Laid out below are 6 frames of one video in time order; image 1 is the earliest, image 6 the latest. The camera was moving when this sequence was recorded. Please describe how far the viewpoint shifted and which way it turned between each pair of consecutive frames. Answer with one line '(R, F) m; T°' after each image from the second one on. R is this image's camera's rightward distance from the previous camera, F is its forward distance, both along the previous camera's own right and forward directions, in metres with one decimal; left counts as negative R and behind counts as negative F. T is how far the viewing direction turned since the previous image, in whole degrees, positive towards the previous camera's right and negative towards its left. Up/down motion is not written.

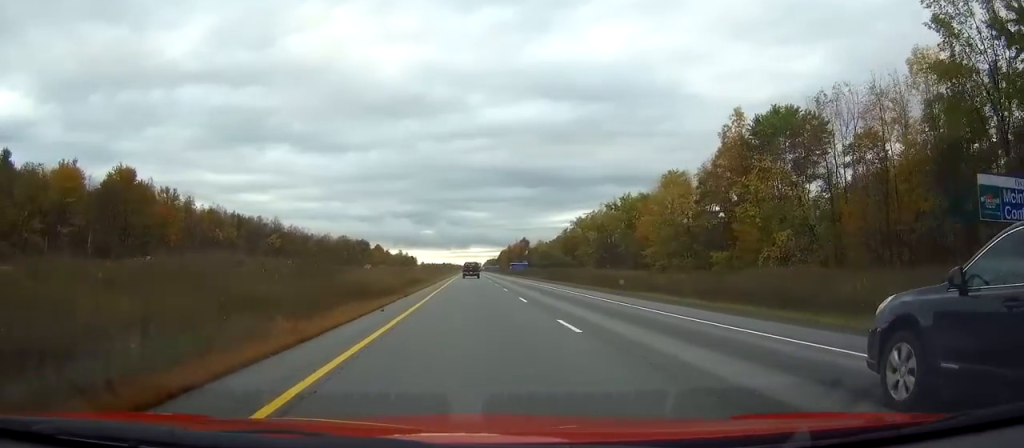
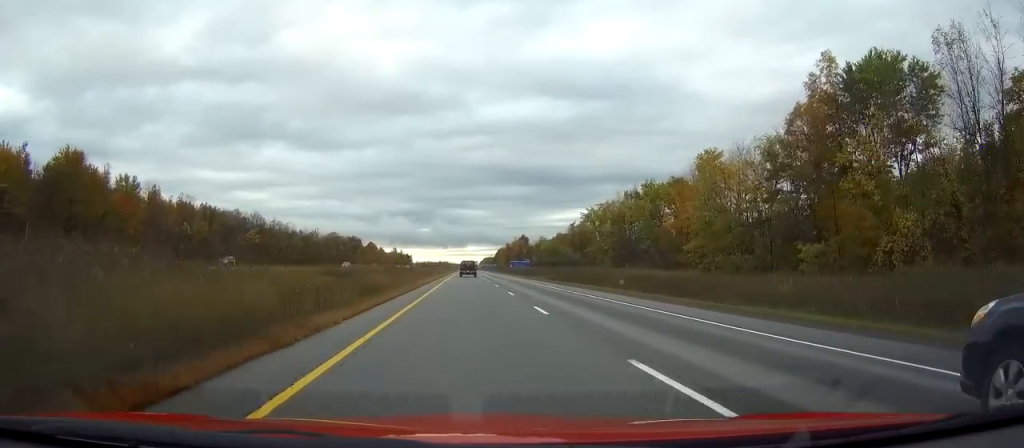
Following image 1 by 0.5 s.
(-0.1, +19.0) m; 0°
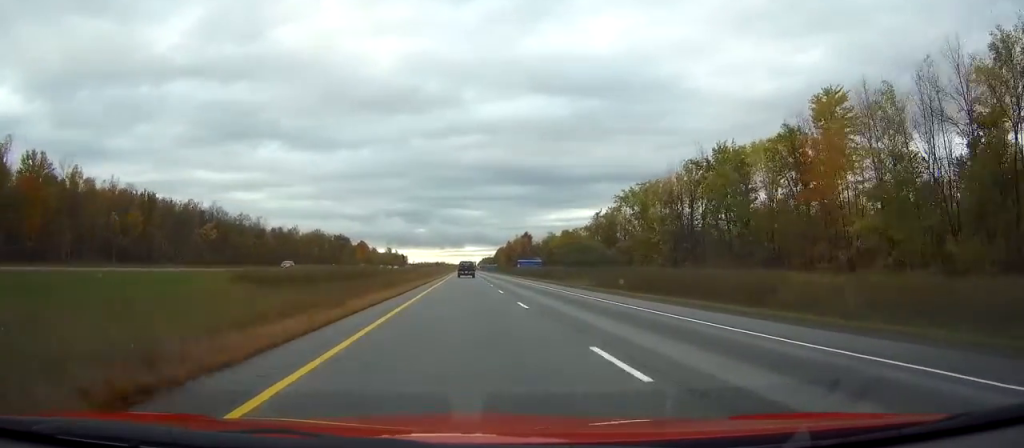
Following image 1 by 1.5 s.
(+0.2, +34.3) m; 0°
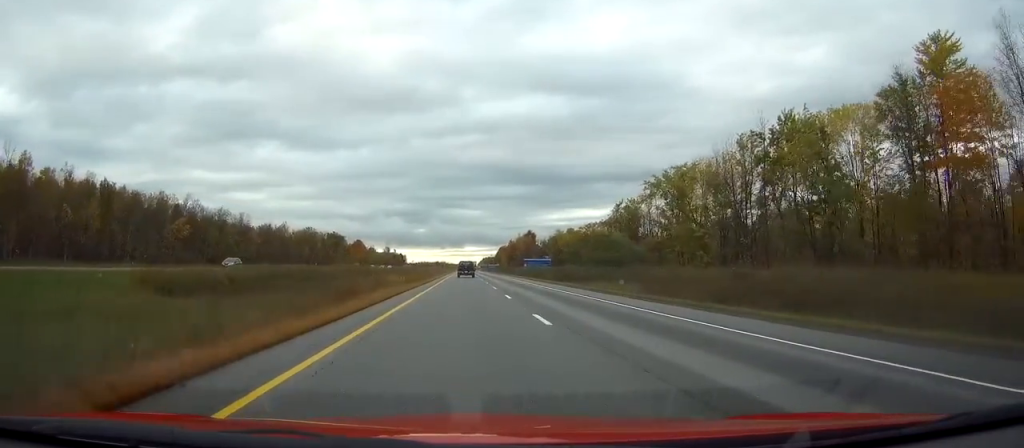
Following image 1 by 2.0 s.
(0.0, +17.7) m; 0°
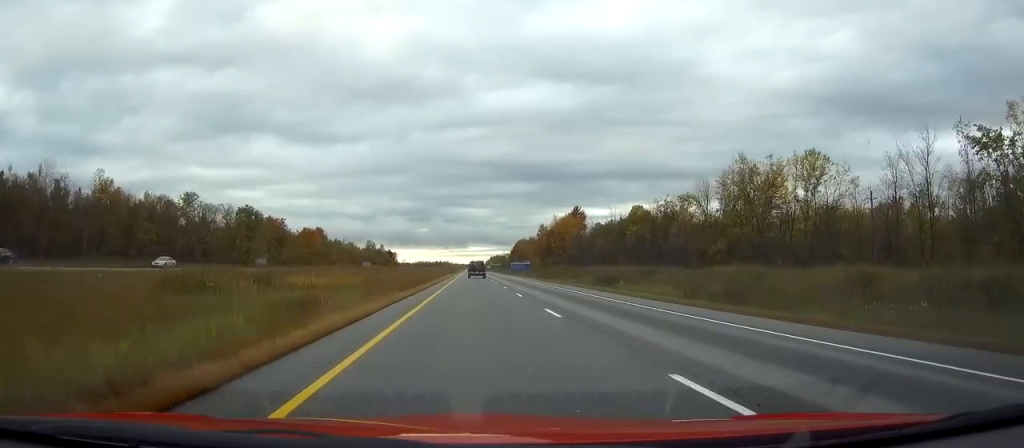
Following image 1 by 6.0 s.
(-0.5, +140.4) m; 0°
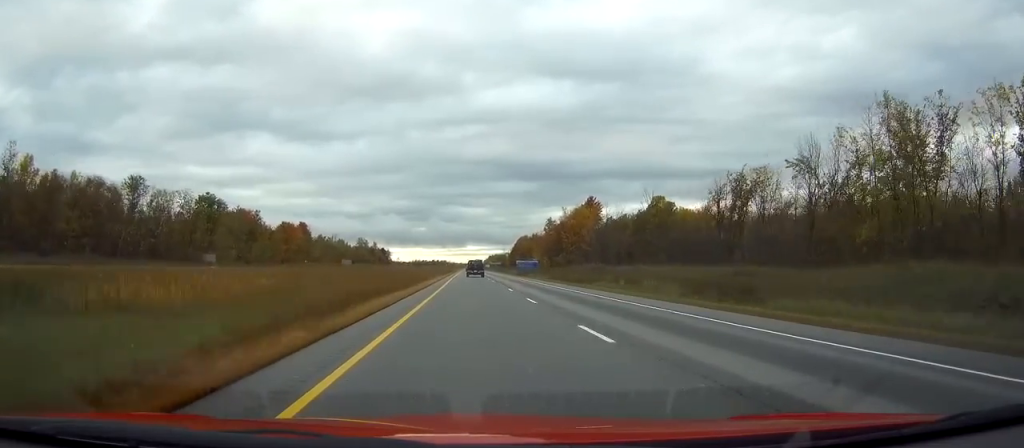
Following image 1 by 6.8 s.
(0.0, +29.5) m; 0°
